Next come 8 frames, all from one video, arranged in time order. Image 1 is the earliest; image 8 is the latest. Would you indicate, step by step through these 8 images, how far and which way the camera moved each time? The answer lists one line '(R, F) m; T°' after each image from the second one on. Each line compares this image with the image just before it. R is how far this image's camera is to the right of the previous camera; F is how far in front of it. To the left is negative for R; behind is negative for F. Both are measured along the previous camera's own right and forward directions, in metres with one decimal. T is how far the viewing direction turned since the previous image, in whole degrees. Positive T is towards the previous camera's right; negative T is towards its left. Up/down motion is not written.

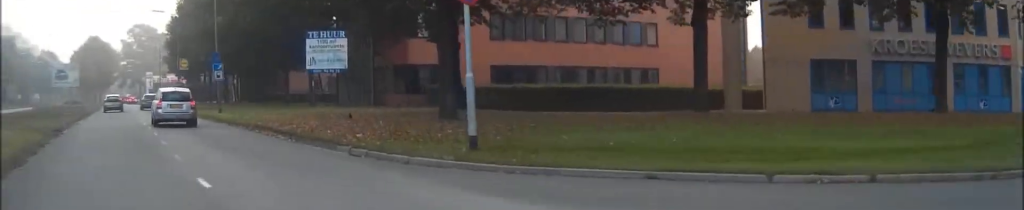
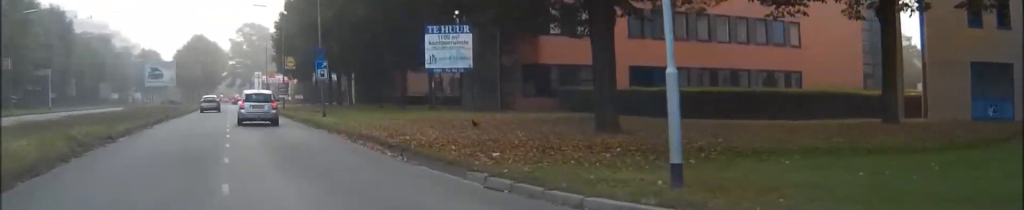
(0.0, +4.5) m; 0°
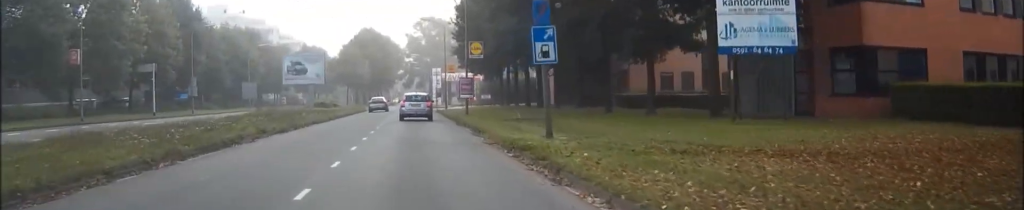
(-1.4, +16.3) m; -14°
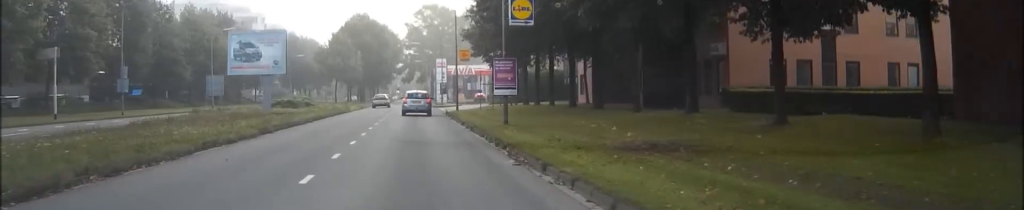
(-2.1, +18.6) m; -7°
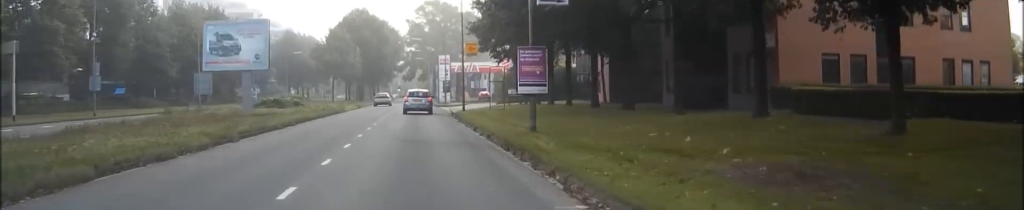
(0.0, +5.4) m; 0°
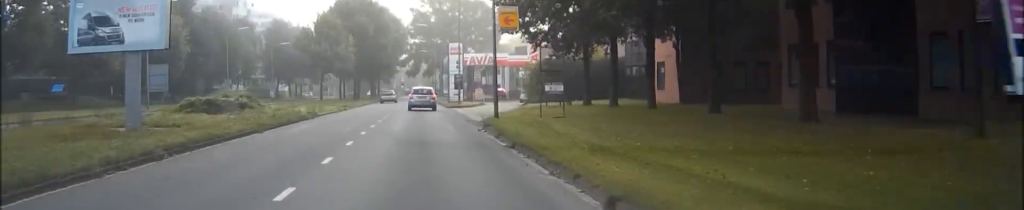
(-0.1, +16.4) m; -1°
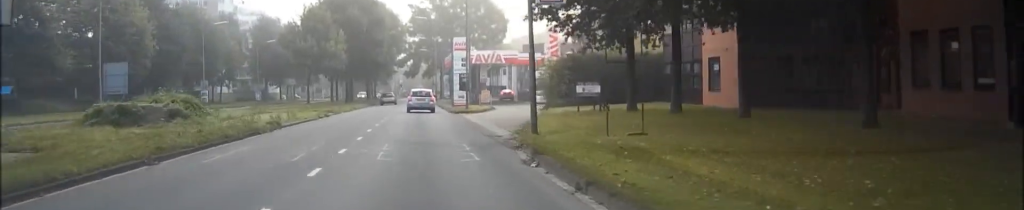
(-0.1, +9.7) m; 0°
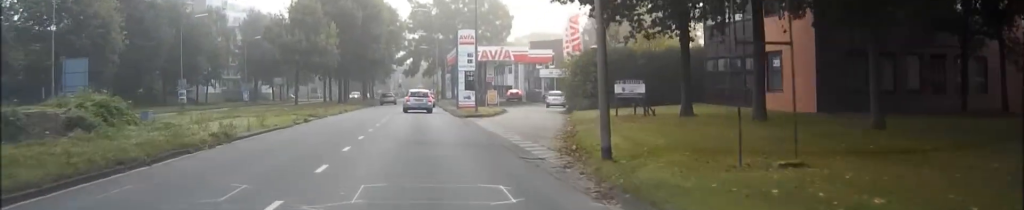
(0.0, +7.6) m; 0°
